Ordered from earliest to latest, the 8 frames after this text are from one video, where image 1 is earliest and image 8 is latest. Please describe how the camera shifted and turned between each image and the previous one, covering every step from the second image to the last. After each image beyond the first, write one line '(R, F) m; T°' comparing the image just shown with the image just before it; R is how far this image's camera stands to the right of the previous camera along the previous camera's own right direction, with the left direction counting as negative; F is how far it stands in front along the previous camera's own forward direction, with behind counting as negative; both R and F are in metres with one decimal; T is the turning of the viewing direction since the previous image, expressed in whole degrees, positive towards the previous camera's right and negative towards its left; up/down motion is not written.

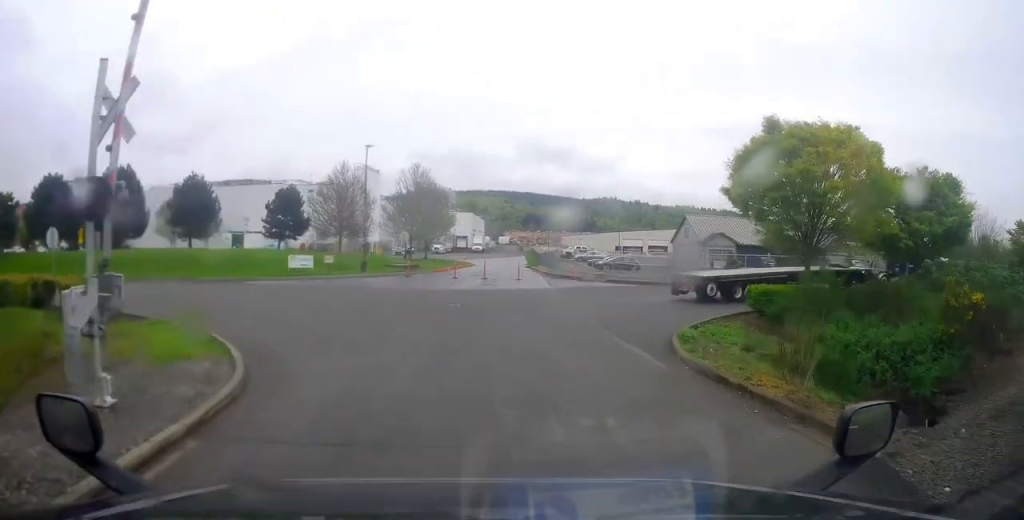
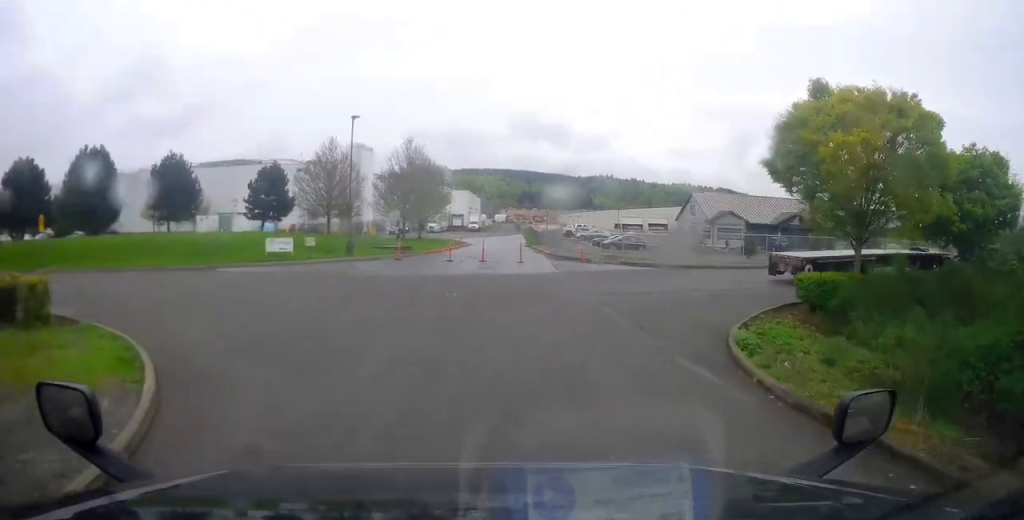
(+0.2, +4.1) m; +2°
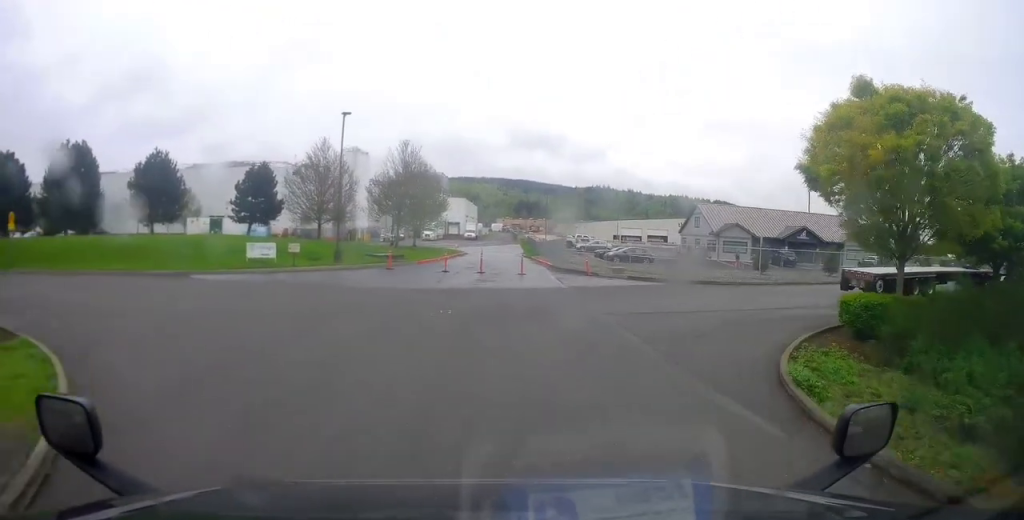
(0.0, +2.8) m; +1°
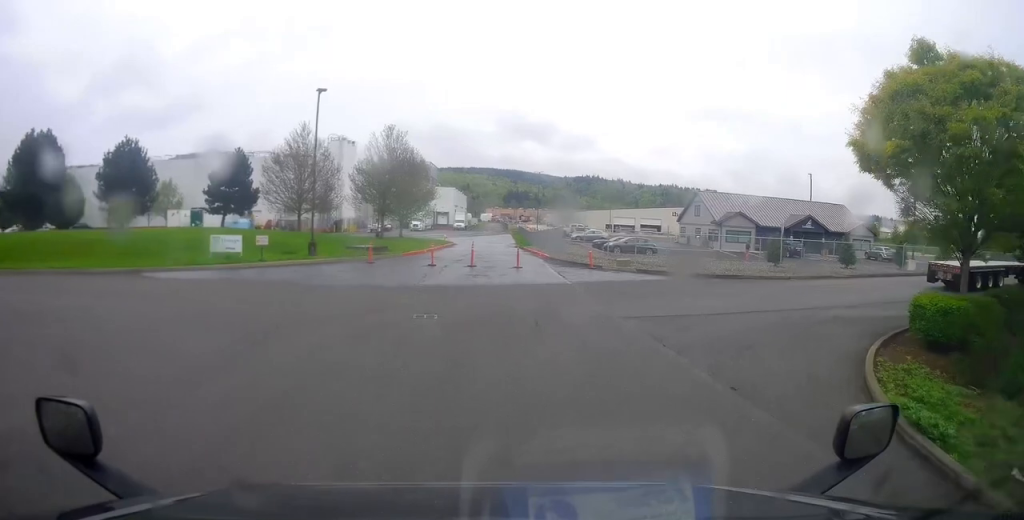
(0.0, +3.9) m; 0°
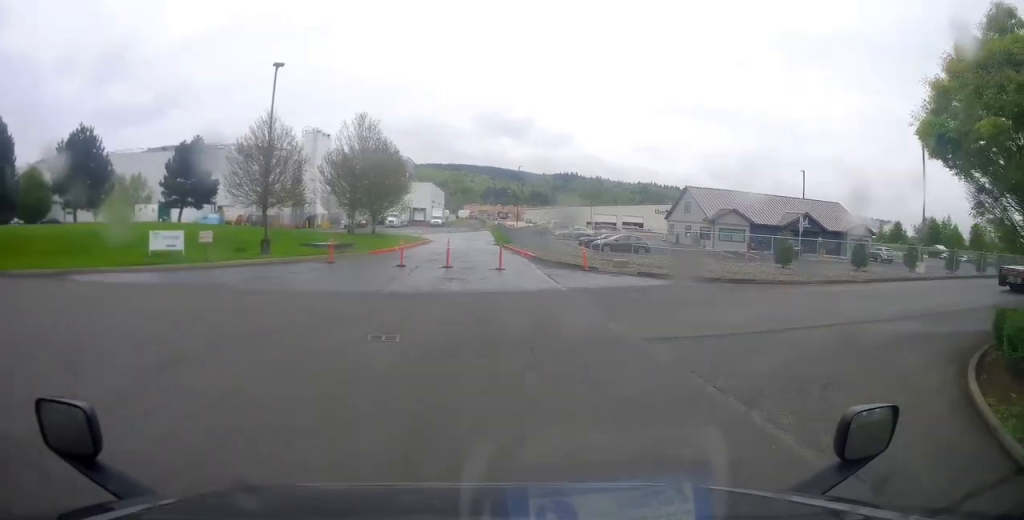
(0.0, +4.3) m; 0°
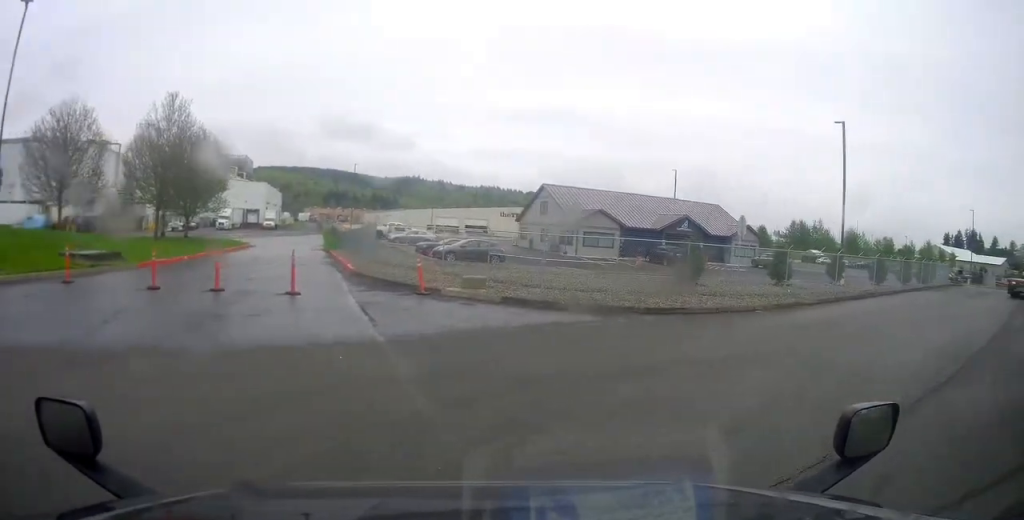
(+0.9, +9.6) m; +20°
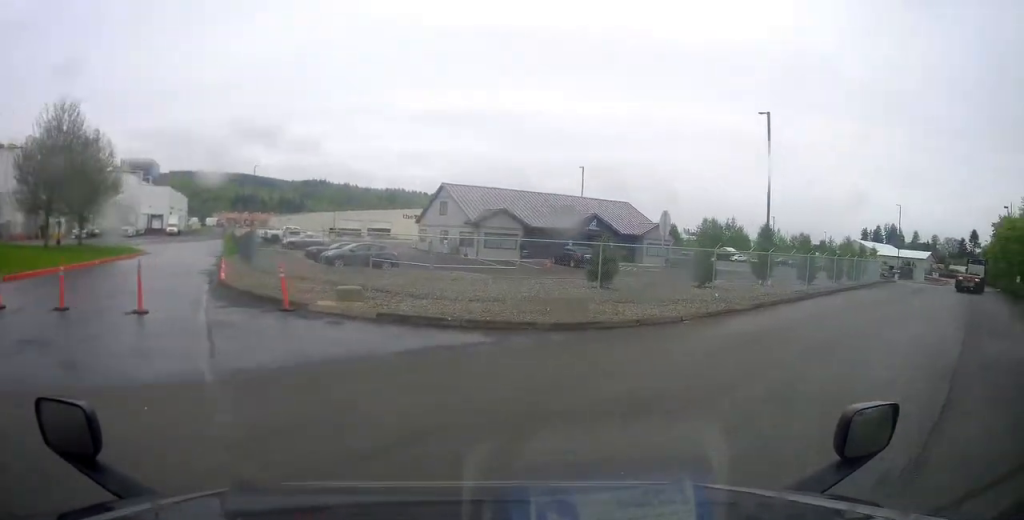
(+0.2, +3.0) m; +13°
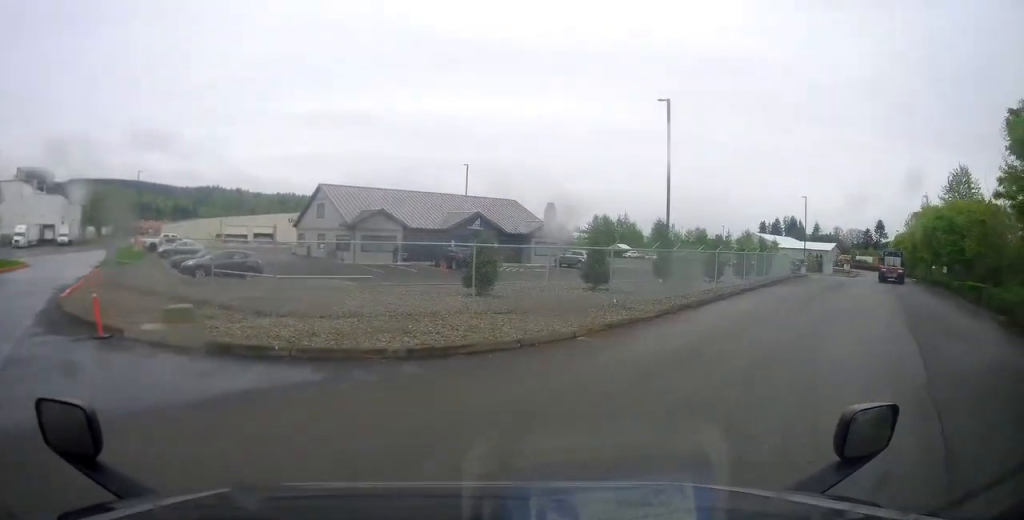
(+0.4, +2.8) m; +11°
